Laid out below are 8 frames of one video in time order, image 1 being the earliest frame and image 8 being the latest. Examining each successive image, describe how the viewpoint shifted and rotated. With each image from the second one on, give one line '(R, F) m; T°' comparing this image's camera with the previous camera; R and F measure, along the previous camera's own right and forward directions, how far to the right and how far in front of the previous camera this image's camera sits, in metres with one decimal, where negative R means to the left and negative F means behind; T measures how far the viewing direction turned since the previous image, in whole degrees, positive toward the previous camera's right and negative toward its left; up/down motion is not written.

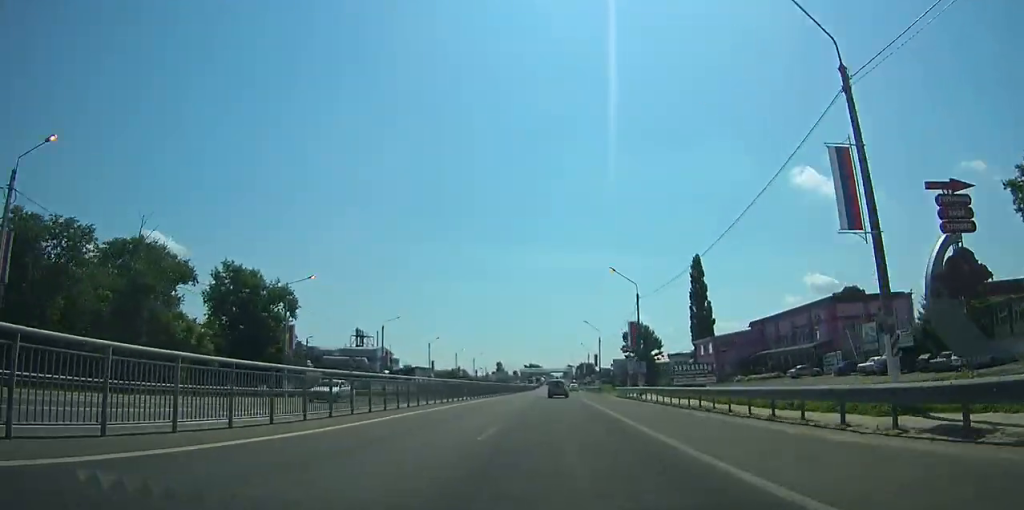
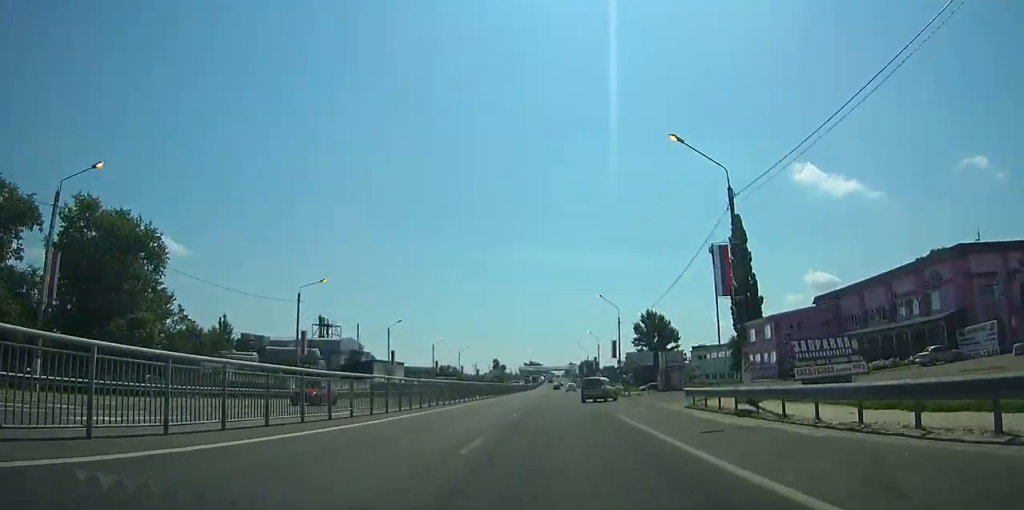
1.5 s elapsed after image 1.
(-0.1, +25.3) m; 0°
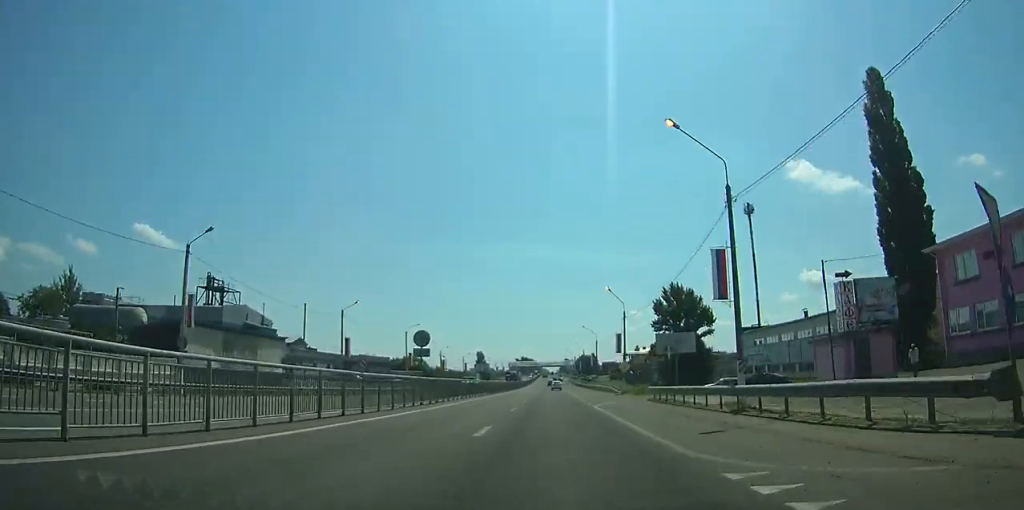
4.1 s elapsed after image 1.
(0.0, +46.2) m; 0°
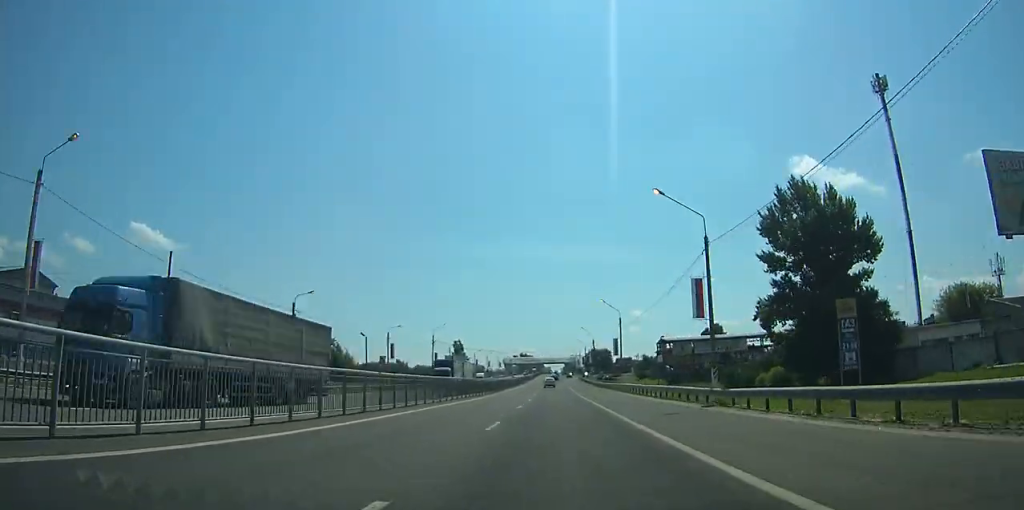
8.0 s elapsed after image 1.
(+0.1, +72.4) m; 0°
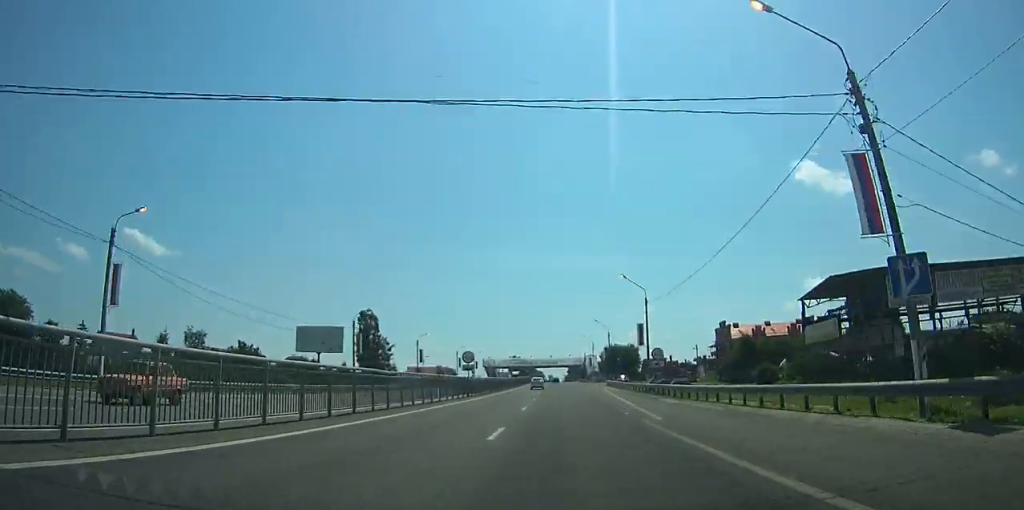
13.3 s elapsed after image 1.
(+0.1, +98.8) m; 0°
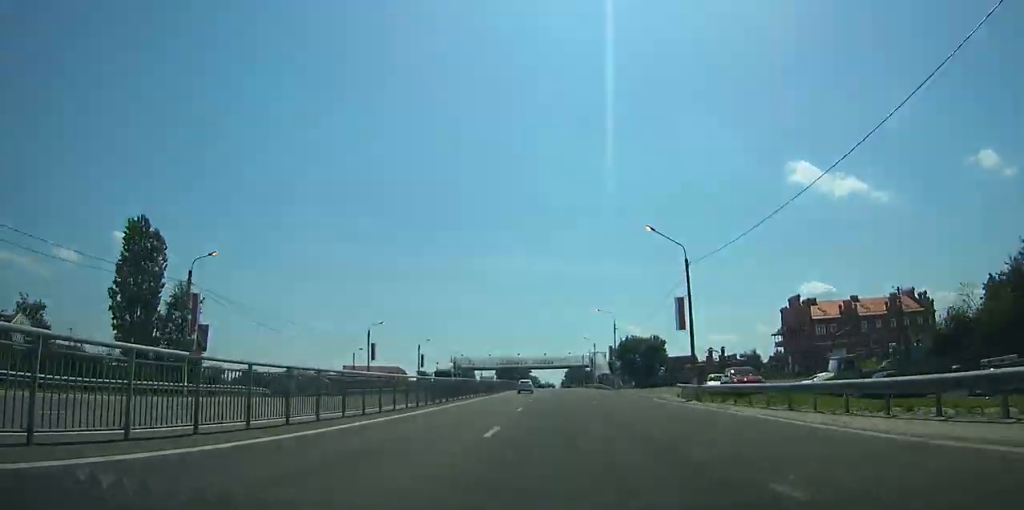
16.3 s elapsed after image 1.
(+0.1, +55.7) m; 0°
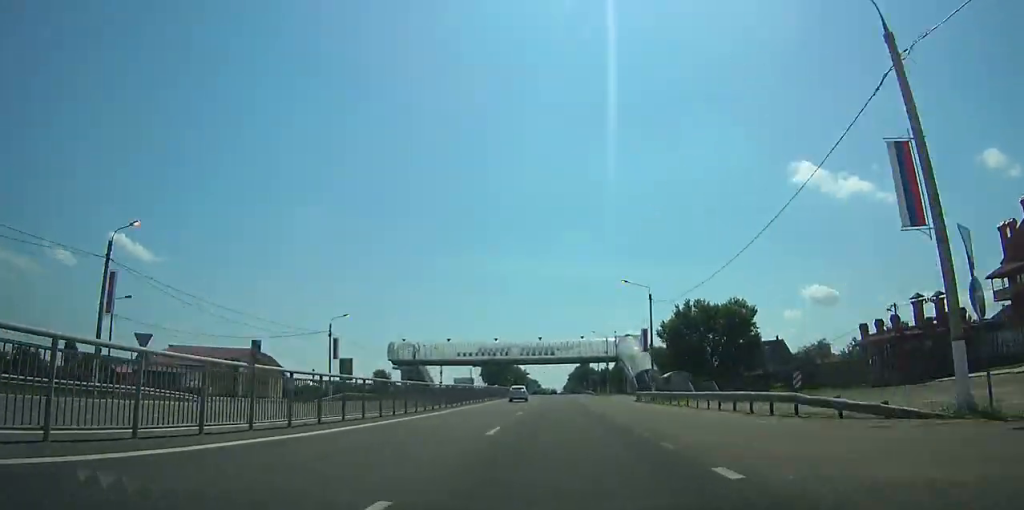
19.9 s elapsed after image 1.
(-0.1, +69.4) m; 0°
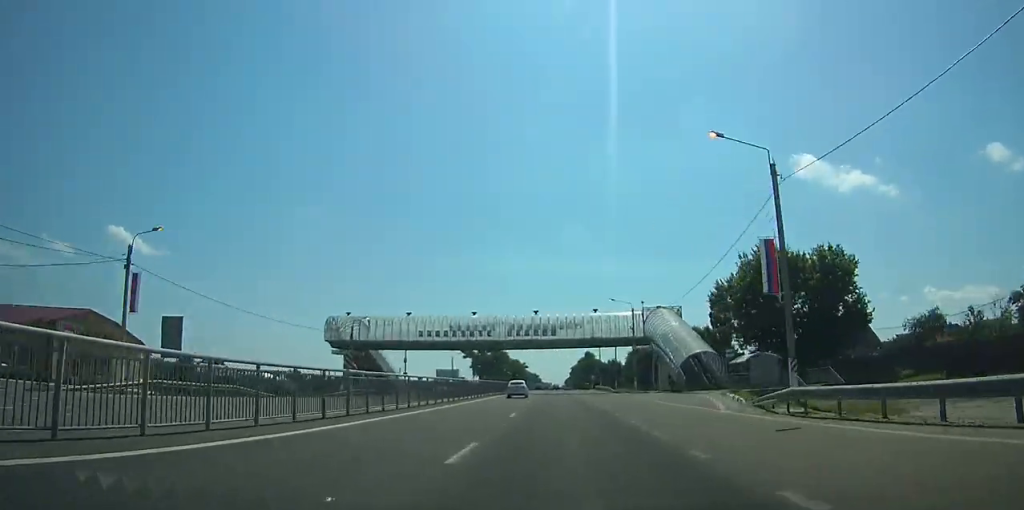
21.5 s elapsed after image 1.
(0.0, +31.1) m; 0°
